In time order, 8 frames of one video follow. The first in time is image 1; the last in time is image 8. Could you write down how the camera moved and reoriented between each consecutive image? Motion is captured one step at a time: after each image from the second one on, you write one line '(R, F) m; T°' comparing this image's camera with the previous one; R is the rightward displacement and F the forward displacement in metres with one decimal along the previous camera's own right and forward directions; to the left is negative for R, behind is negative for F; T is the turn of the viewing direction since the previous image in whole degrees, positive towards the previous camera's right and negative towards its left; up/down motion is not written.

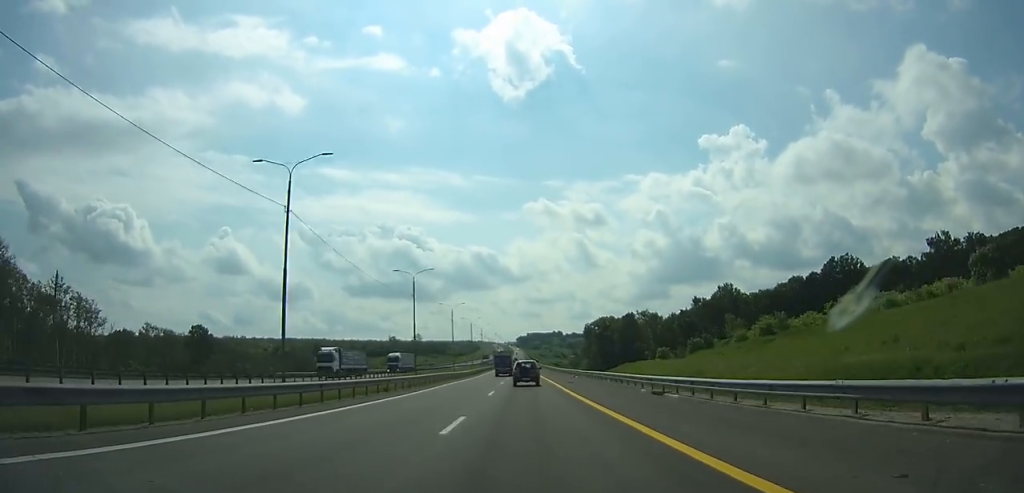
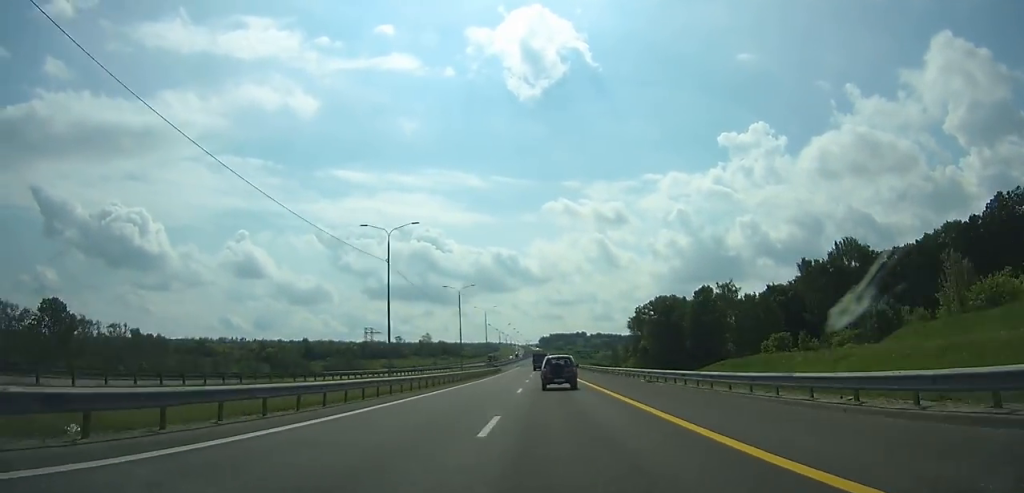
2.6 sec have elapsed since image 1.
(-0.7, +71.8) m; -1°
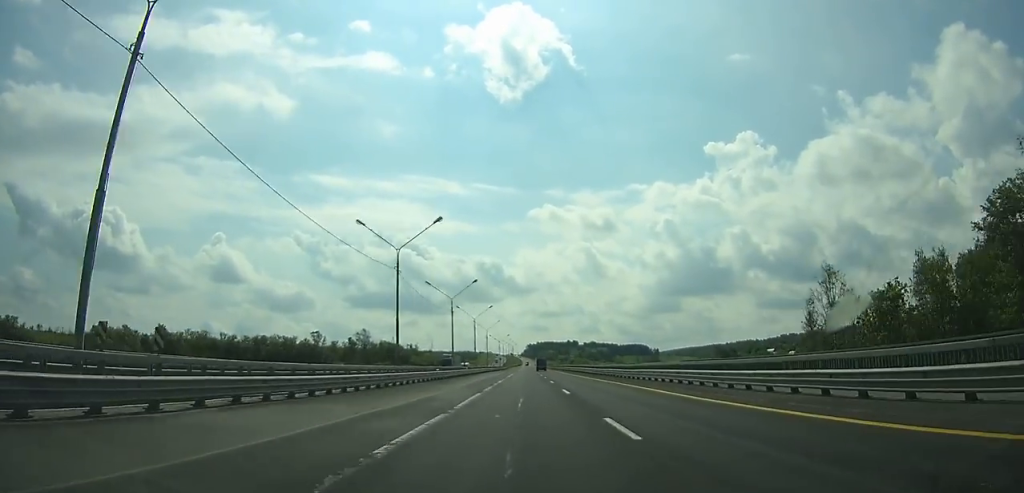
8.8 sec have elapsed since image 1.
(-0.3, +172.3) m; +1°
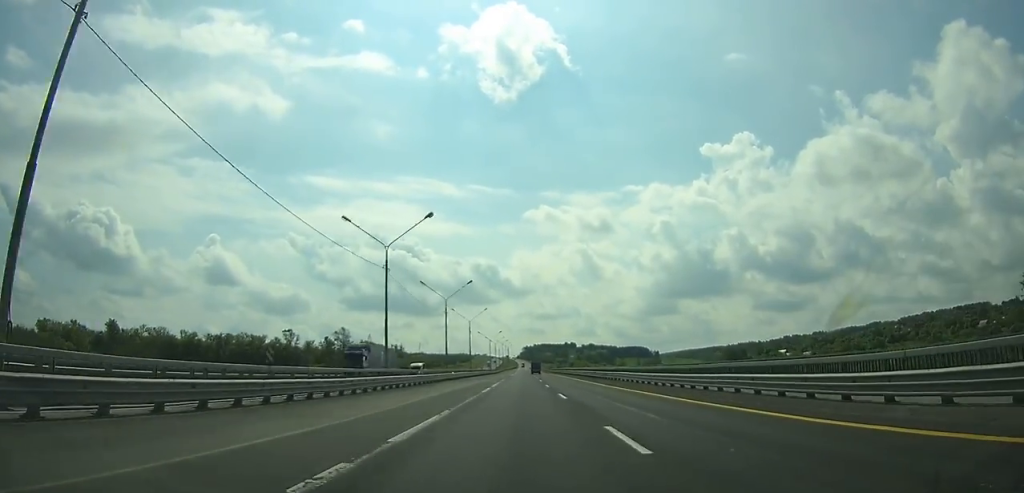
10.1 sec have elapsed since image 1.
(0.0, +35.5) m; +1°
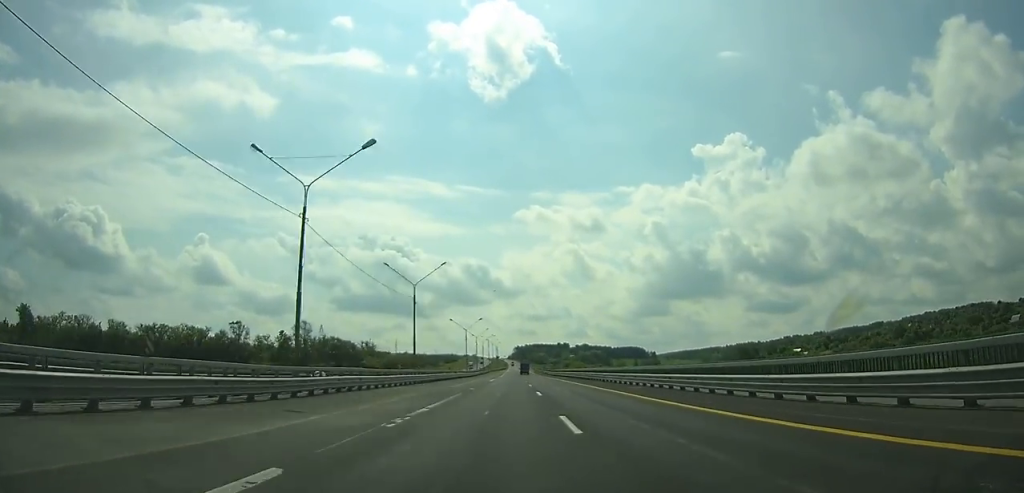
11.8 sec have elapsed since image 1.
(+0.6, +46.3) m; 0°
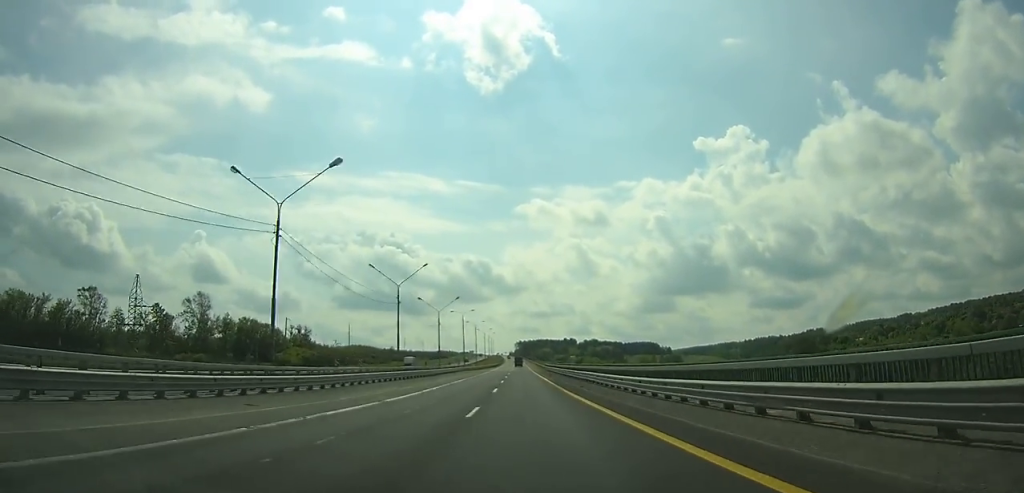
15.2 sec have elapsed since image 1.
(+0.3, +92.3) m; 0°
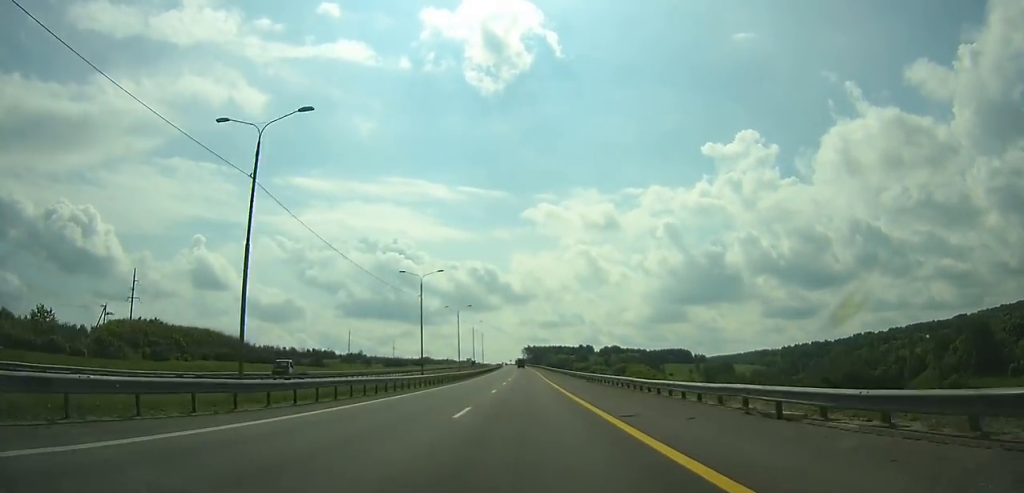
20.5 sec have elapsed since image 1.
(-1.3, +144.1) m; -1°
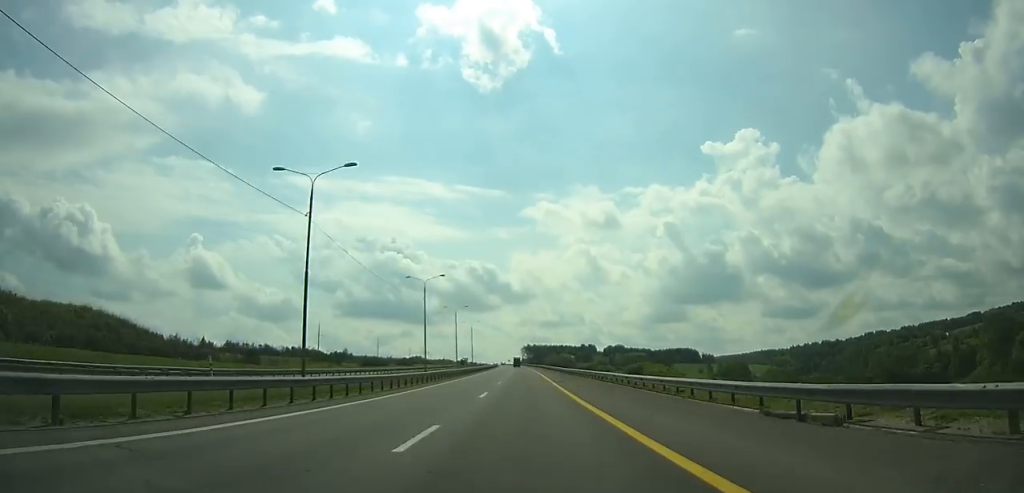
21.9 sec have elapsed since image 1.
(0.0, +38.1) m; 0°
